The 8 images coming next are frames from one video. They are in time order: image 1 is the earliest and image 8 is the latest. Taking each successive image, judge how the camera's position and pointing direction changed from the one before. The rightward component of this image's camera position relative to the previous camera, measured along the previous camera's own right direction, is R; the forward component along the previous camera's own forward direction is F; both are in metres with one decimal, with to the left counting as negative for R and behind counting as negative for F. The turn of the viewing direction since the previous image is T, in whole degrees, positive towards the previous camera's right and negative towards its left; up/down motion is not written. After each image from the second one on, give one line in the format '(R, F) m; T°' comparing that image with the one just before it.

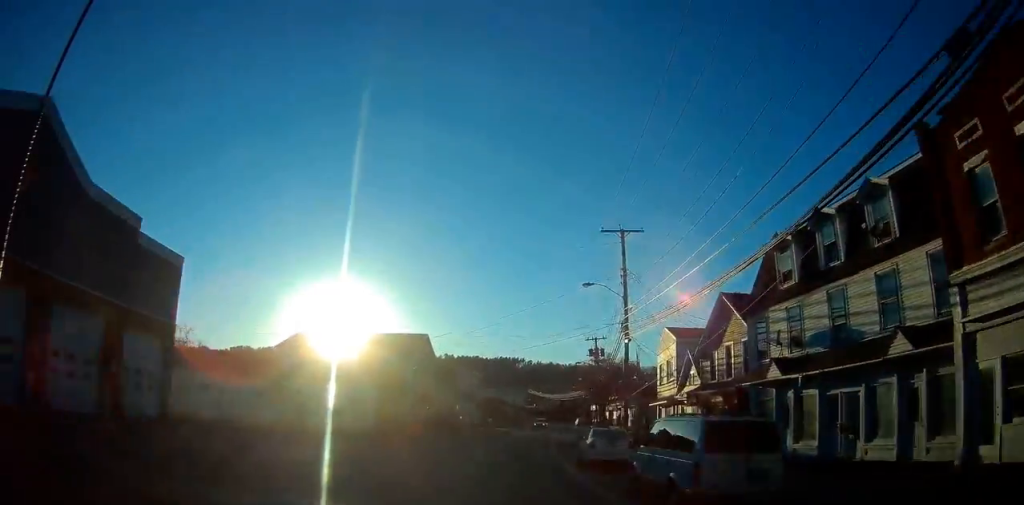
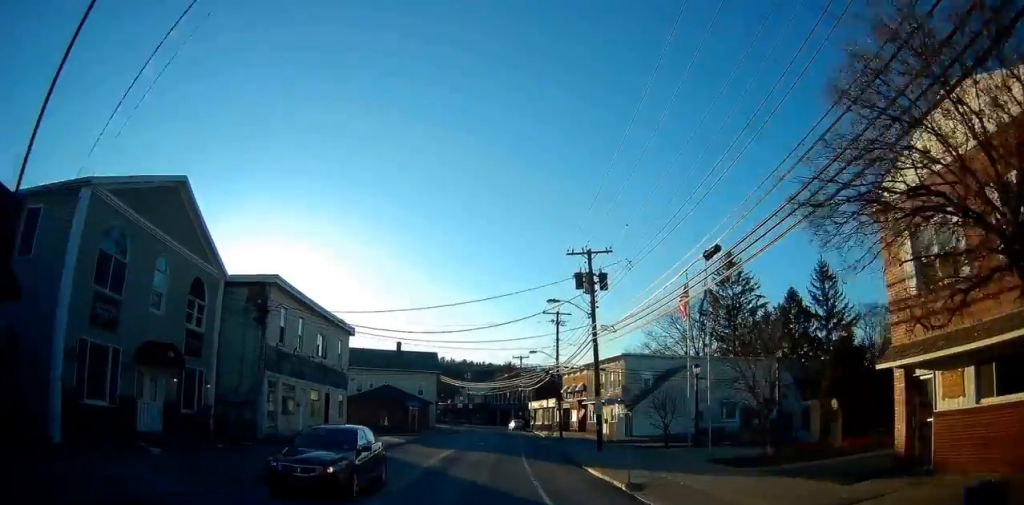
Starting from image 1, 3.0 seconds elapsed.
(+2.2, +35.0) m; +8°
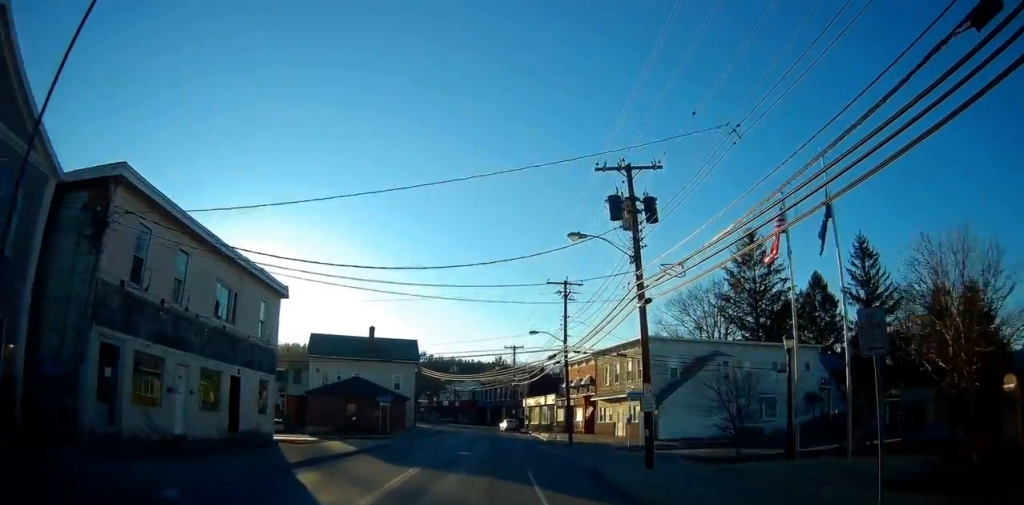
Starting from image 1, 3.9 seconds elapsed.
(+0.4, +10.6) m; +3°
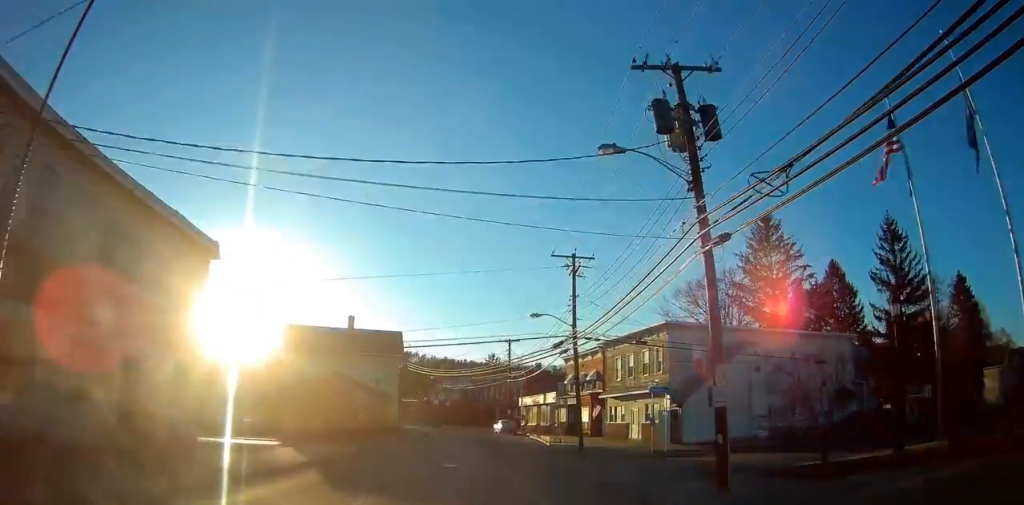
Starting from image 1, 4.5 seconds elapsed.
(+0.4, +6.5) m; +1°
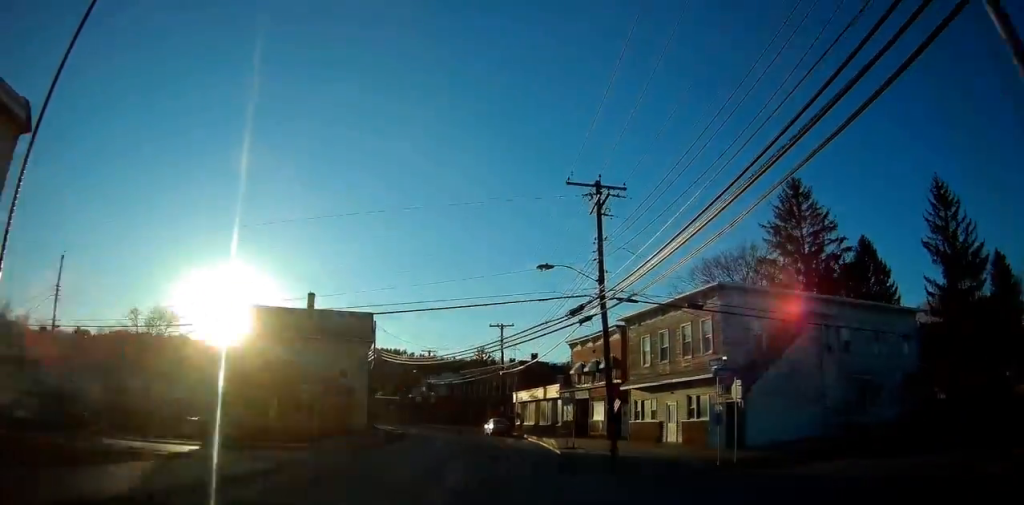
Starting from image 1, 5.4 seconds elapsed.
(-0.4, +9.9) m; 0°
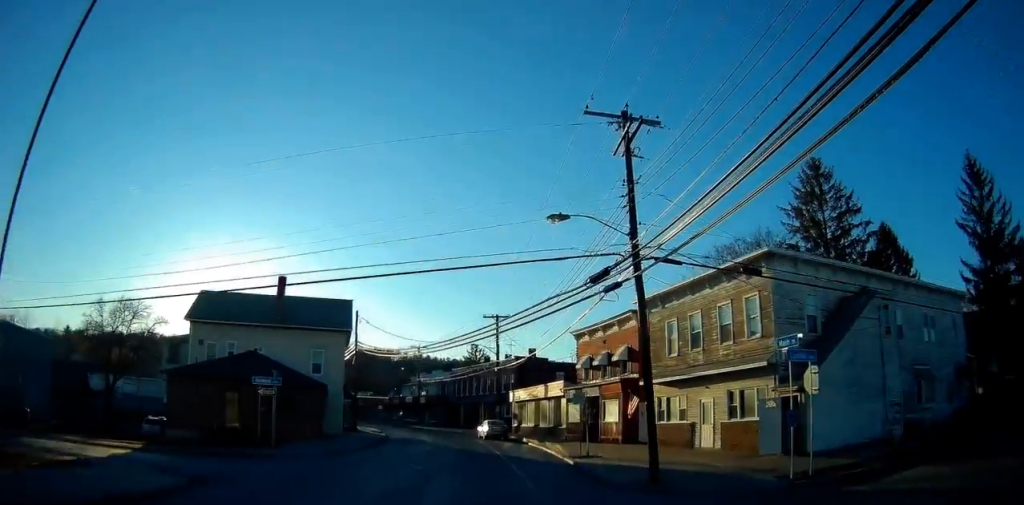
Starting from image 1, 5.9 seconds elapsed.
(+0.1, +5.8) m; +1°
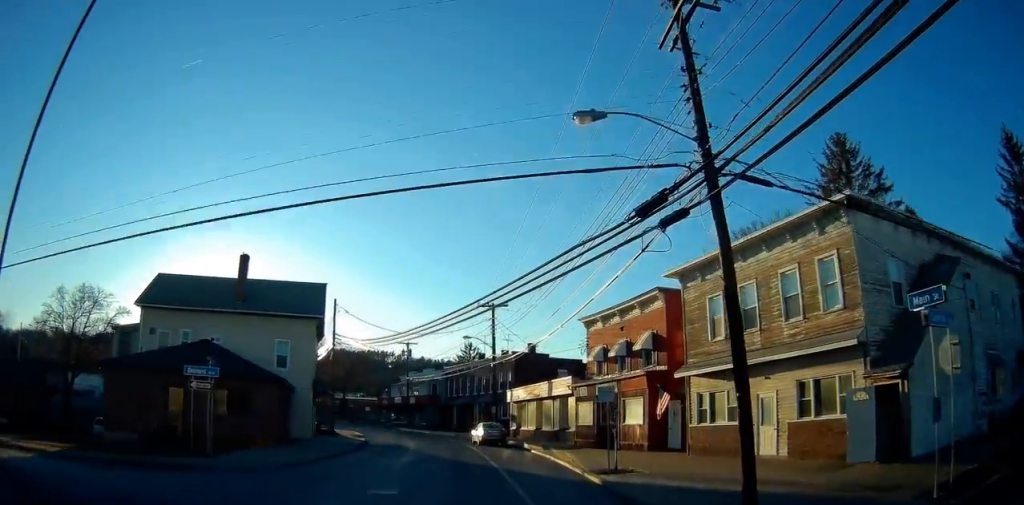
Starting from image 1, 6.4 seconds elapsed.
(+0.2, +6.2) m; +1°
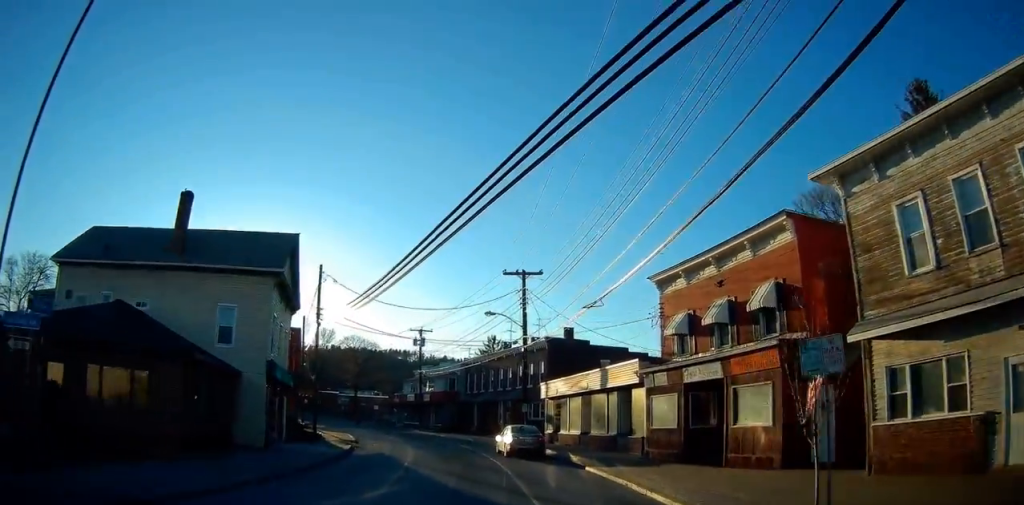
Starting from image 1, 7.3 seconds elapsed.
(0.0, +10.6) m; -4°
